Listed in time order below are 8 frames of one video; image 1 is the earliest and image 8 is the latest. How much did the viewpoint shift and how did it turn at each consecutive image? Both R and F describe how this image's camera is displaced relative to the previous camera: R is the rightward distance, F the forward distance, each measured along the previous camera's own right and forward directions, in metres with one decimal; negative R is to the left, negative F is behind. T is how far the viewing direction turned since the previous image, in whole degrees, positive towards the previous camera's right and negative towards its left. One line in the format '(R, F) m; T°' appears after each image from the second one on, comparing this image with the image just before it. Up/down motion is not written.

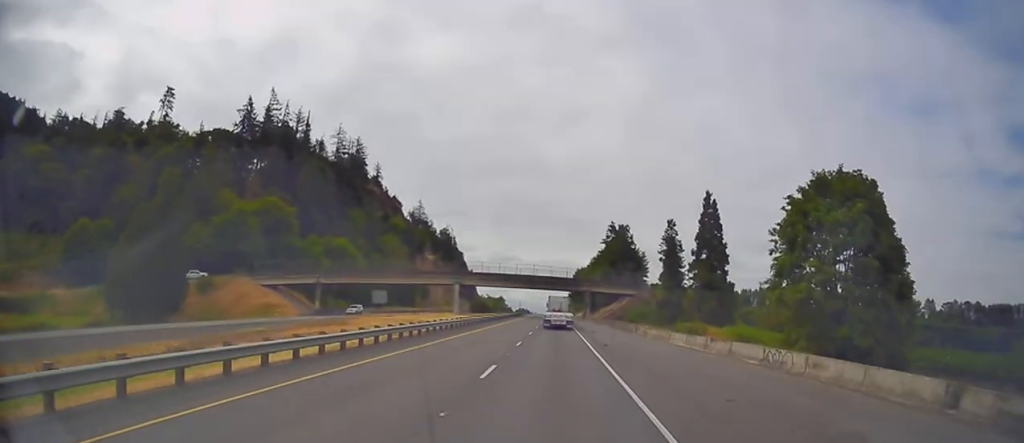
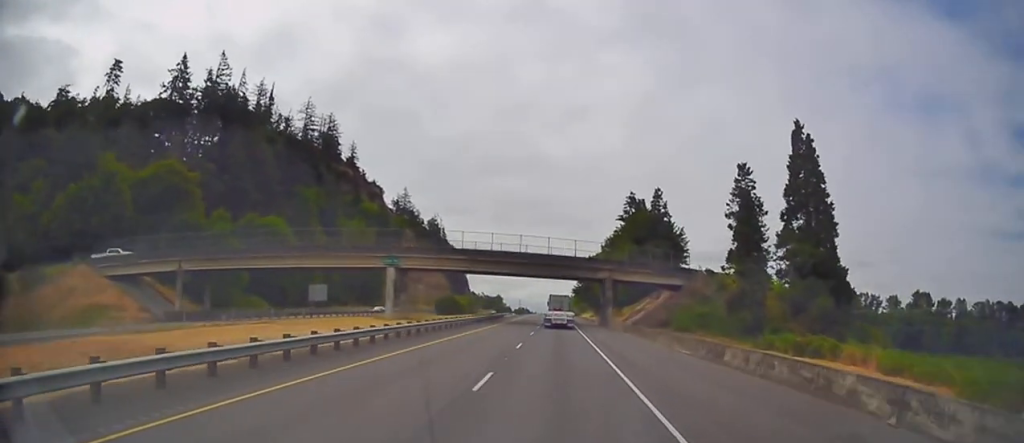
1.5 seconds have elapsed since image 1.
(+0.6, +38.8) m; 0°
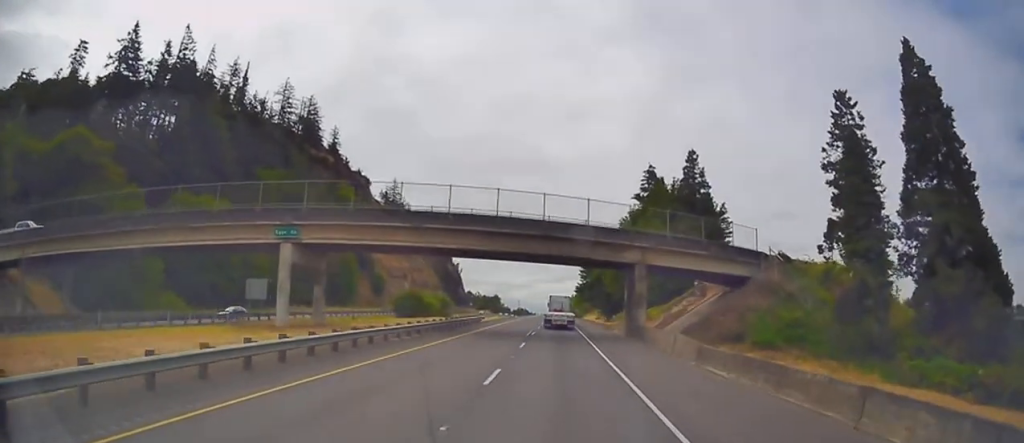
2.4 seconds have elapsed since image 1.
(-0.1, +22.5) m; -1°
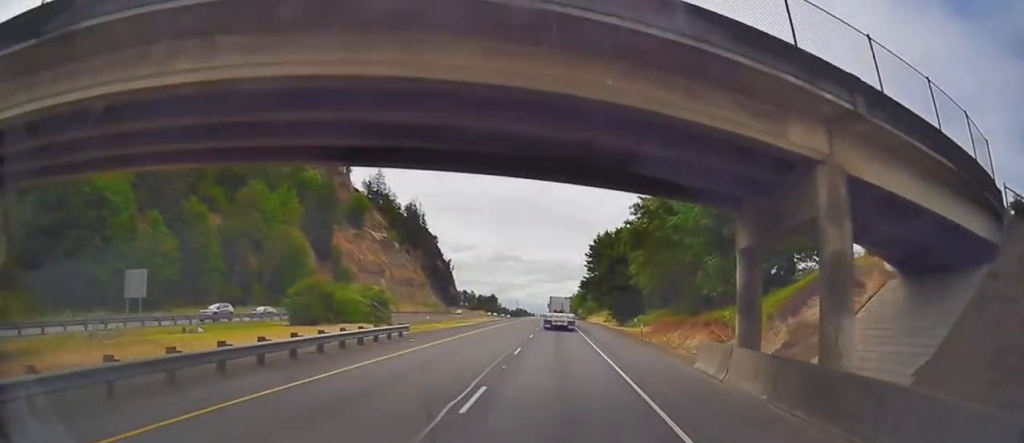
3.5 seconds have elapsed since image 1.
(-0.1, +28.6) m; -1°
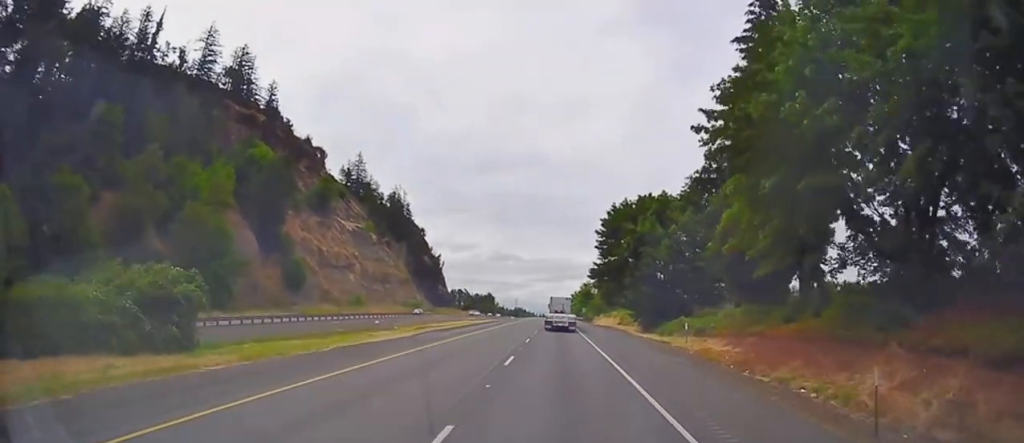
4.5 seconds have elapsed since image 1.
(-0.1, +27.8) m; 0°
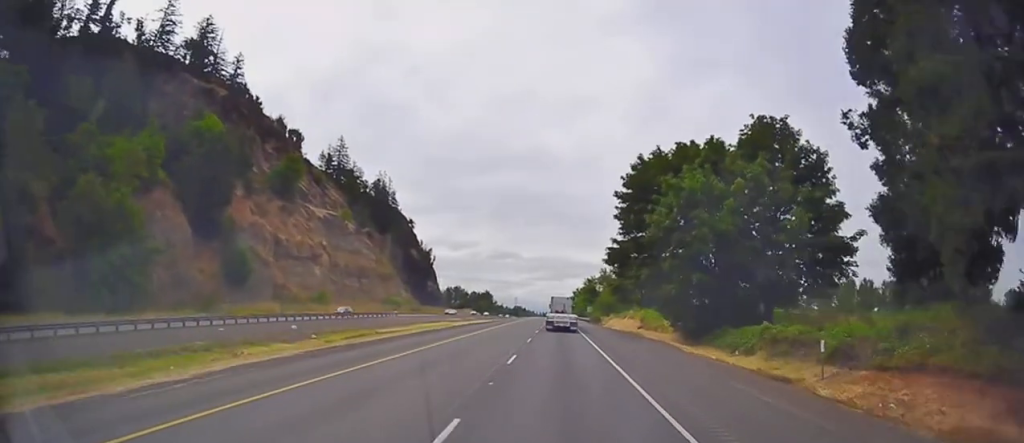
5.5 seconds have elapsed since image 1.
(0.0, +24.3) m; +1°
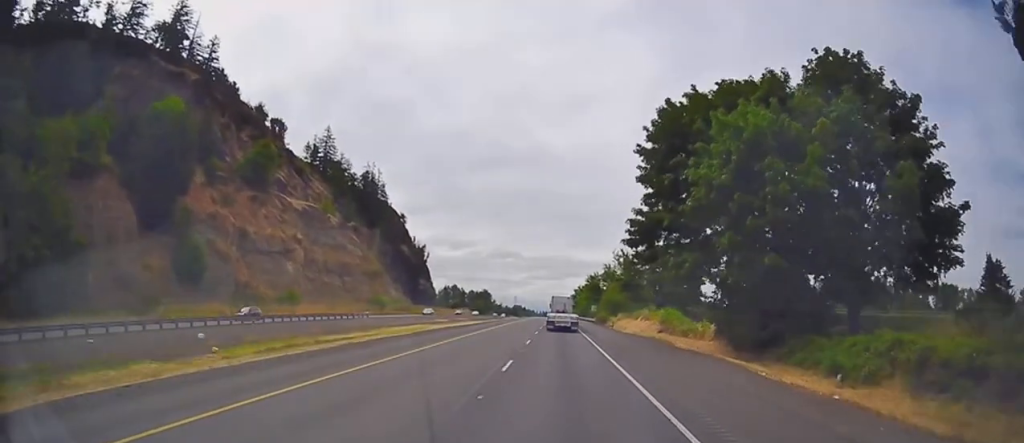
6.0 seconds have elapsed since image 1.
(-0.2, +13.9) m; +1°
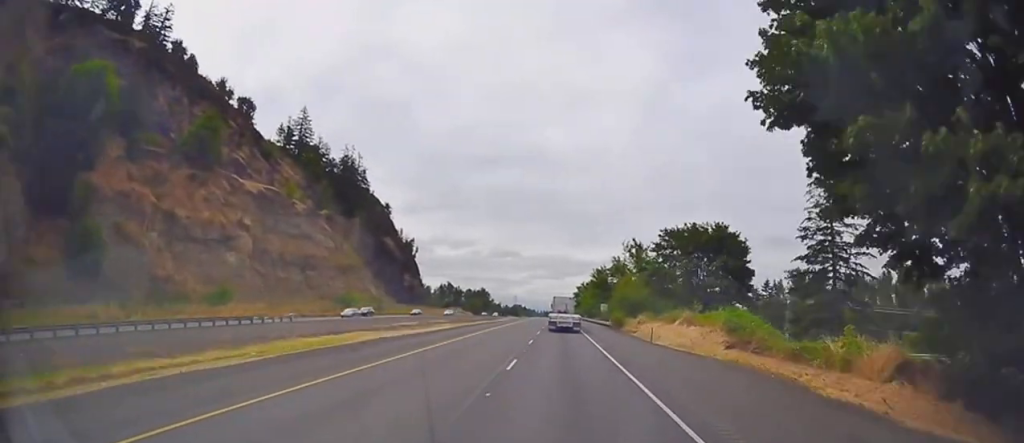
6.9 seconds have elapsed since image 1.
(+0.6, +24.7) m; 0°
